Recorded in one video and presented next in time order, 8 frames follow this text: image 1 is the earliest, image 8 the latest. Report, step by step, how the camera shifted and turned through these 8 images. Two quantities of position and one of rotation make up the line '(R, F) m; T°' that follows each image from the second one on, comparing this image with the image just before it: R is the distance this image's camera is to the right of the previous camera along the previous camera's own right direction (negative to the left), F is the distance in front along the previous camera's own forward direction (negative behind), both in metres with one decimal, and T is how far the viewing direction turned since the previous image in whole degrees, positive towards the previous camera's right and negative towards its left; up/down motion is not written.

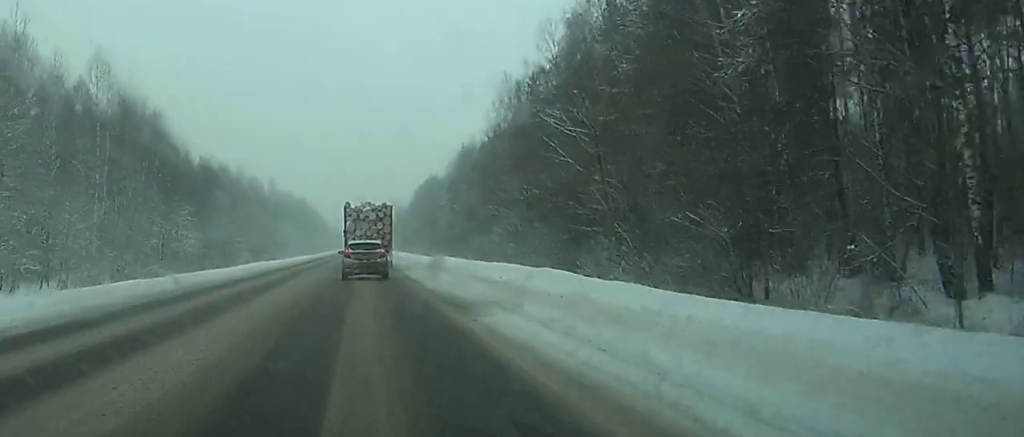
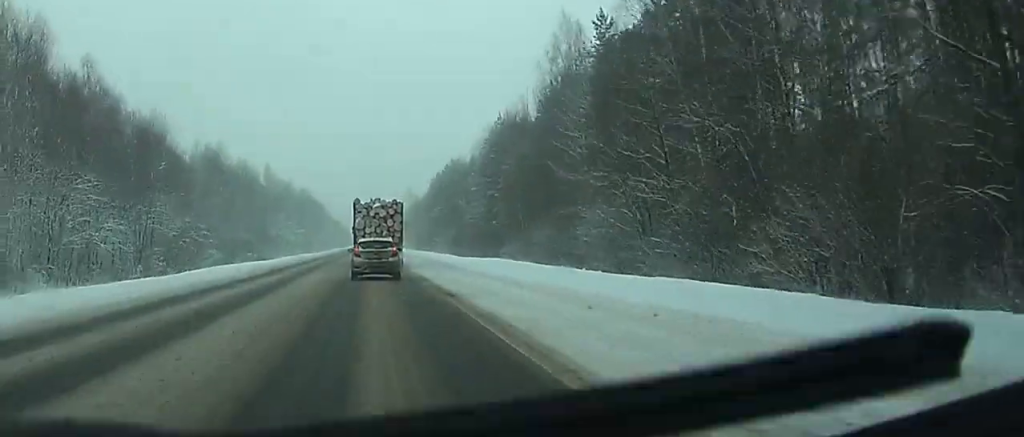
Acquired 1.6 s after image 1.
(0.0, +29.0) m; 0°
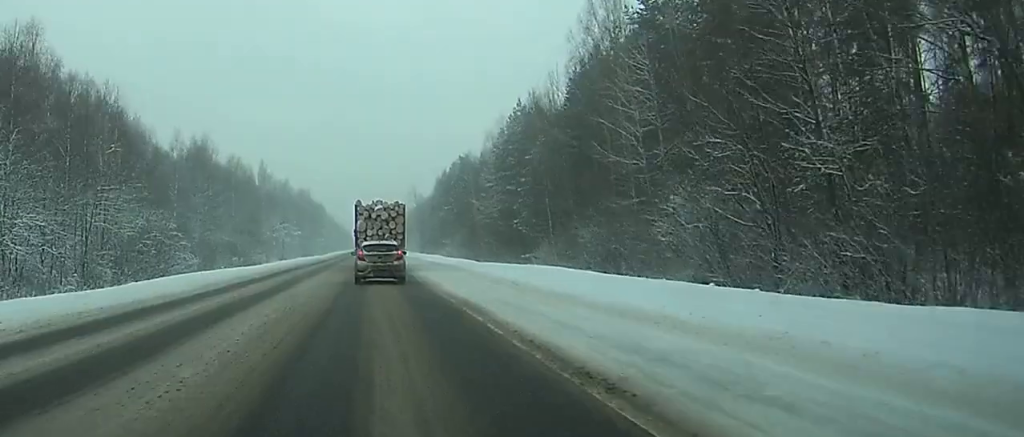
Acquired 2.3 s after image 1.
(0.0, +13.3) m; 0°
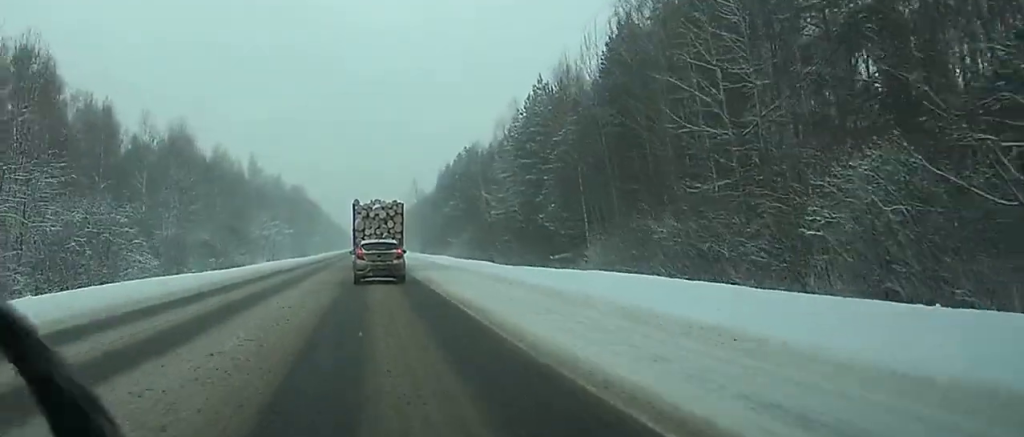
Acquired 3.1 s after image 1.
(0.0, +13.3) m; 0°
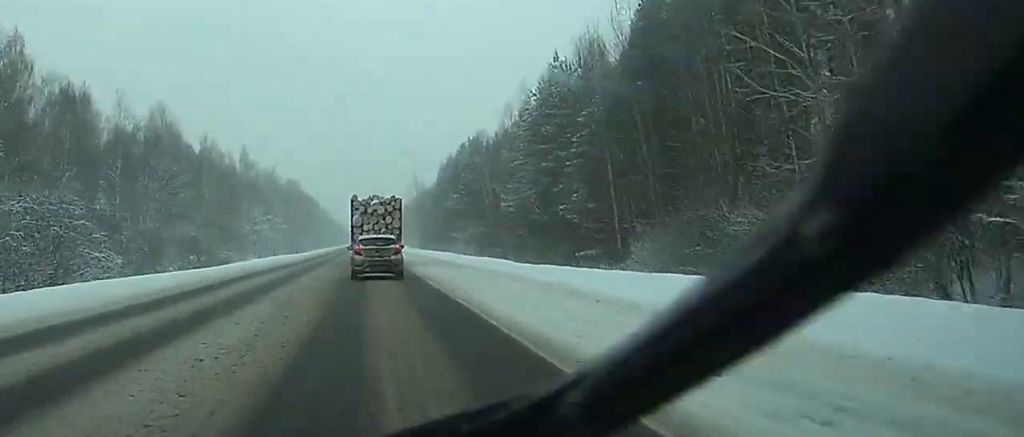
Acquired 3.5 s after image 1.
(0.0, +8.4) m; 0°
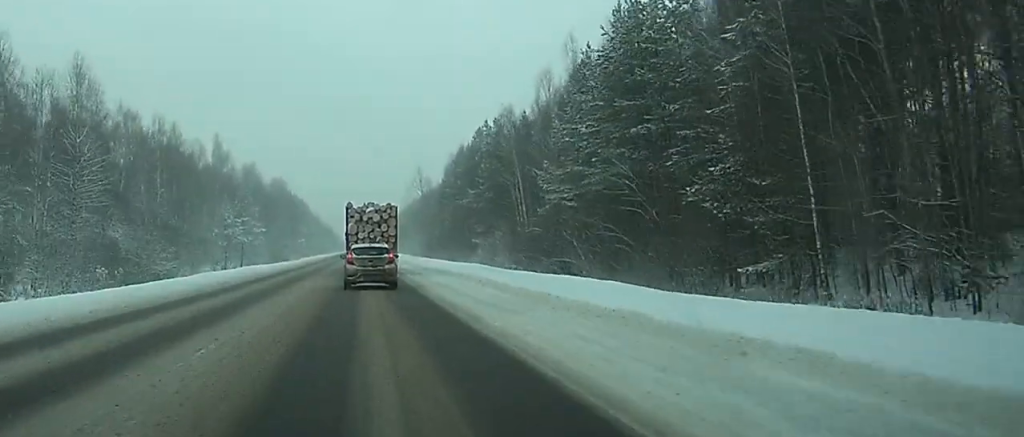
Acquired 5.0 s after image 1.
(+0.1, +26.5) m; 0°
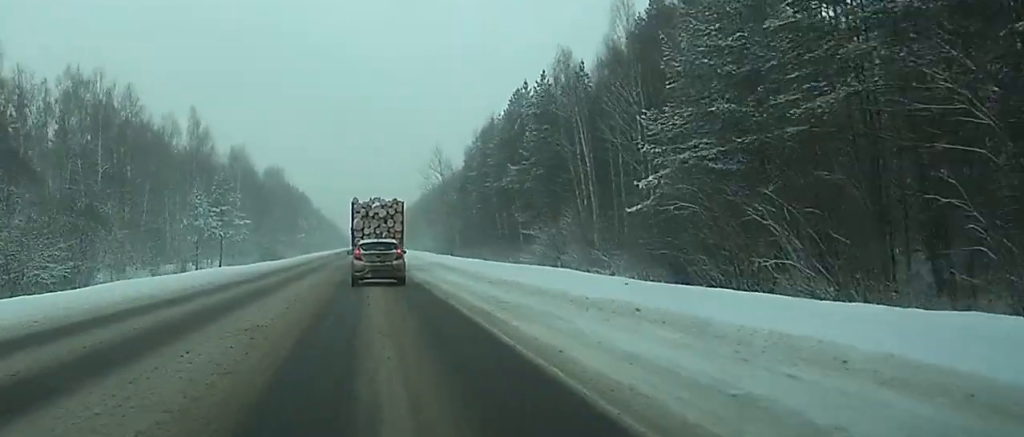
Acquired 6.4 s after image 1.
(-0.1, +25.5) m; 0°
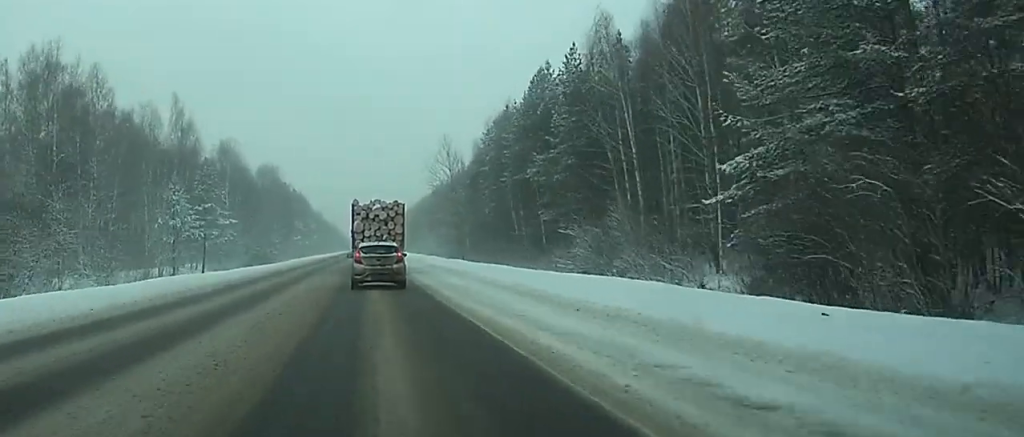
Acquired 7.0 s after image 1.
(0.0, +11.6) m; 0°
